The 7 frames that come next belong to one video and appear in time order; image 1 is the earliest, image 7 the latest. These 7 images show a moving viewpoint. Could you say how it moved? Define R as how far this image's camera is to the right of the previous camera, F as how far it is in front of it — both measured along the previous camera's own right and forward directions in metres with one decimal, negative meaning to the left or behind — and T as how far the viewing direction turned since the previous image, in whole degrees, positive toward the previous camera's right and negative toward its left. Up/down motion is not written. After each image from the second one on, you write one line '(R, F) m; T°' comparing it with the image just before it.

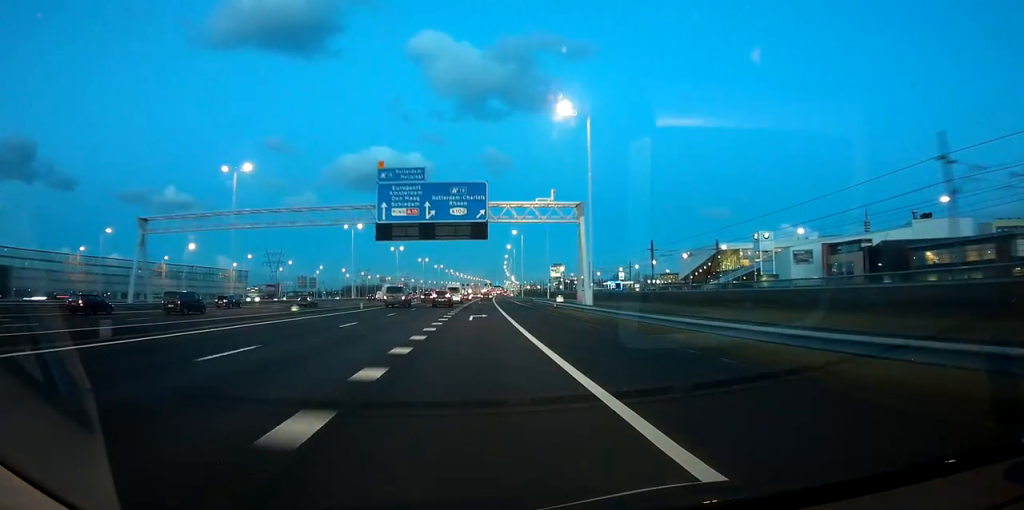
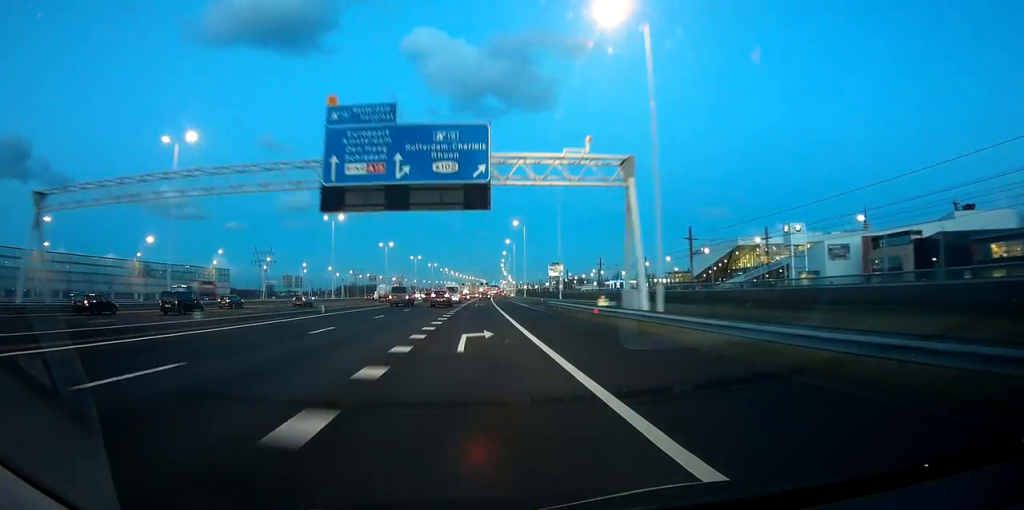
(+0.2, +16.1) m; +1°
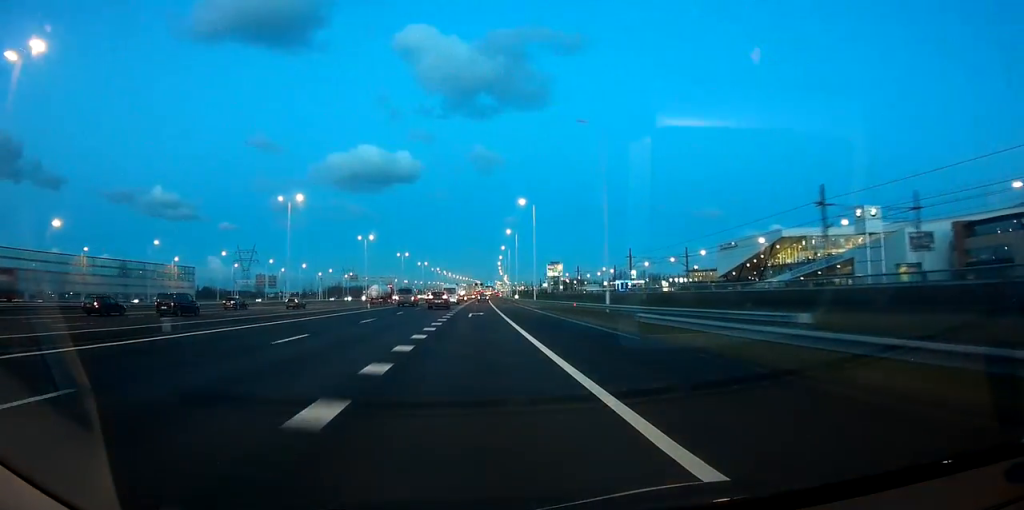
(+0.2, +27.6) m; +1°
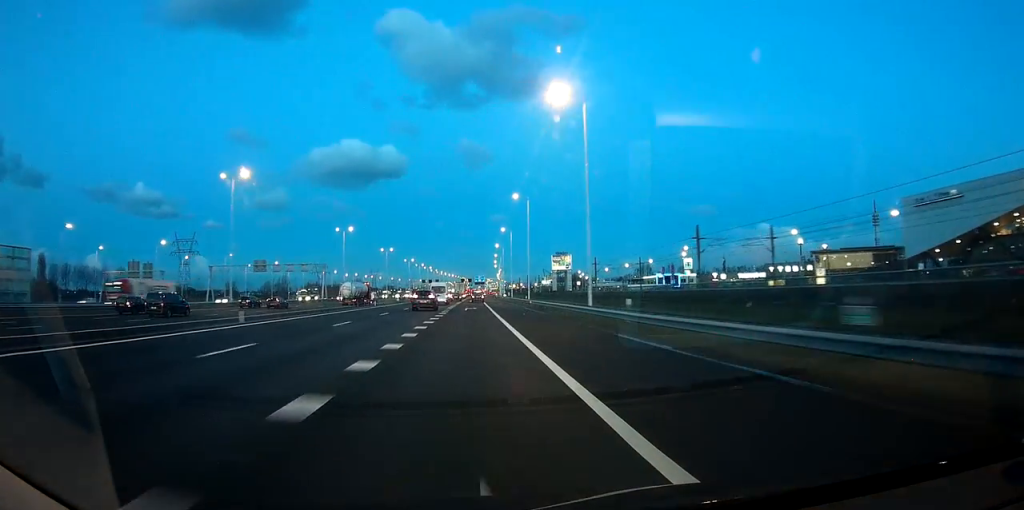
(+1.4, +89.1) m; +1°
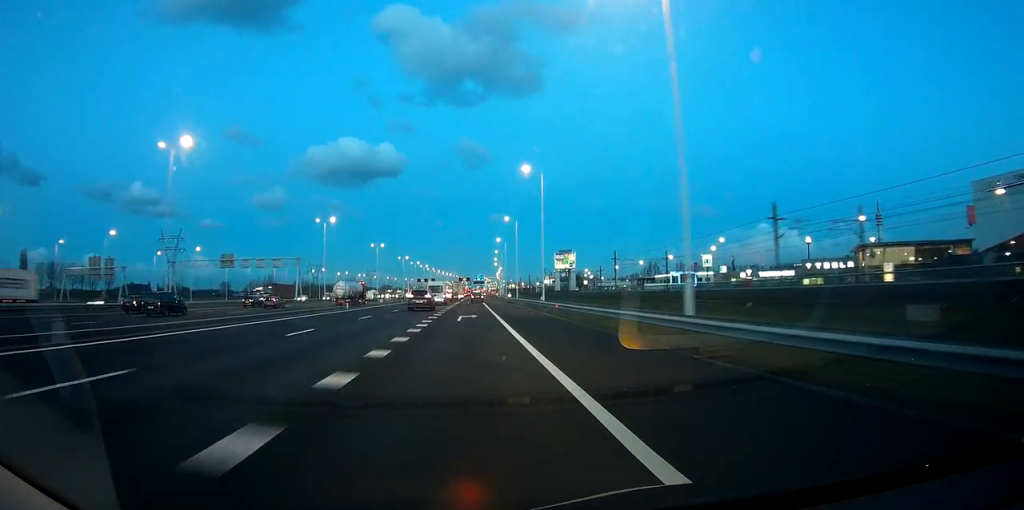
(-0.1, +18.2) m; 0°
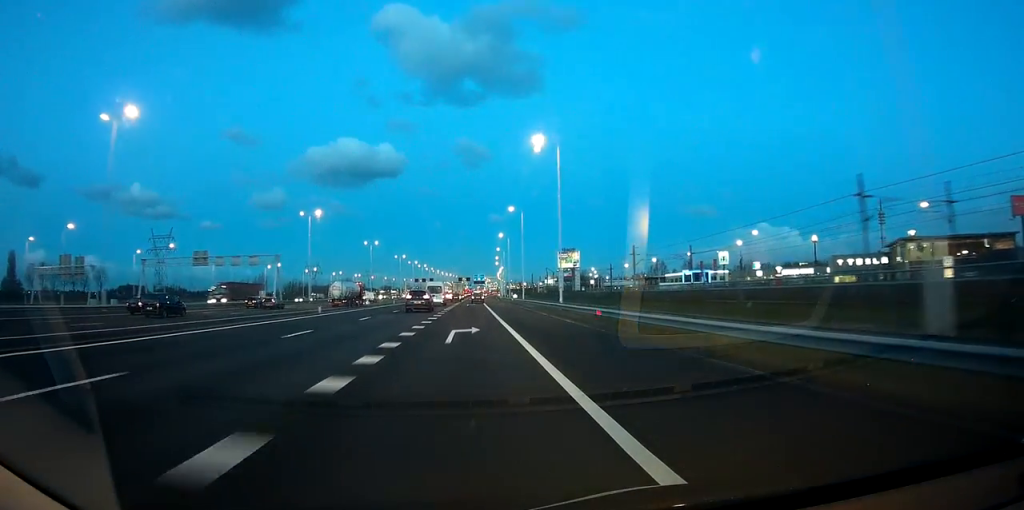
(-0.2, +12.4) m; 0°
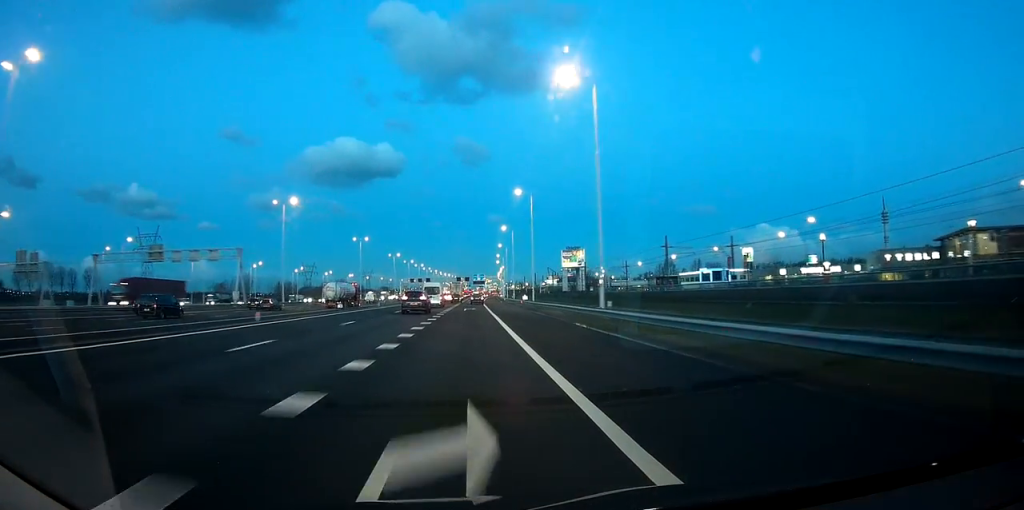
(0.0, +16.3) m; 0°
